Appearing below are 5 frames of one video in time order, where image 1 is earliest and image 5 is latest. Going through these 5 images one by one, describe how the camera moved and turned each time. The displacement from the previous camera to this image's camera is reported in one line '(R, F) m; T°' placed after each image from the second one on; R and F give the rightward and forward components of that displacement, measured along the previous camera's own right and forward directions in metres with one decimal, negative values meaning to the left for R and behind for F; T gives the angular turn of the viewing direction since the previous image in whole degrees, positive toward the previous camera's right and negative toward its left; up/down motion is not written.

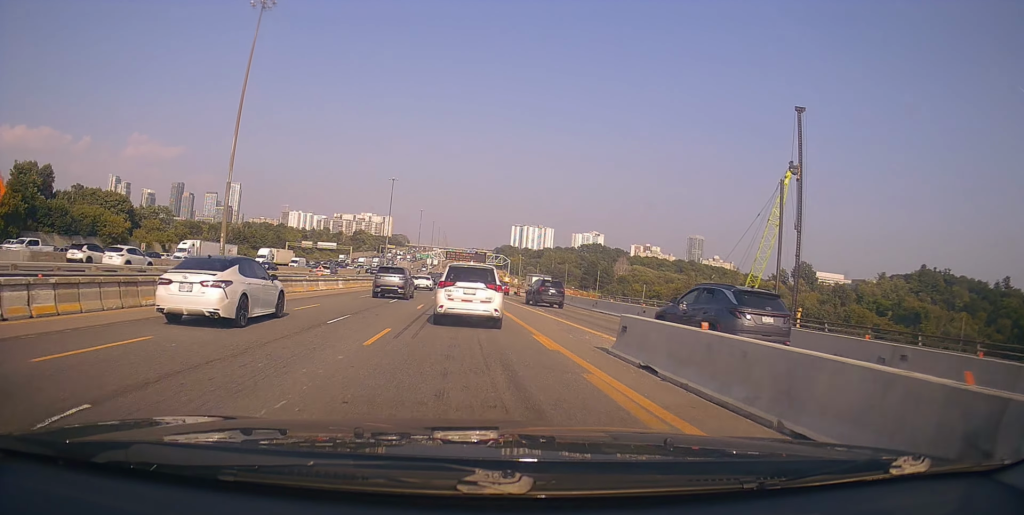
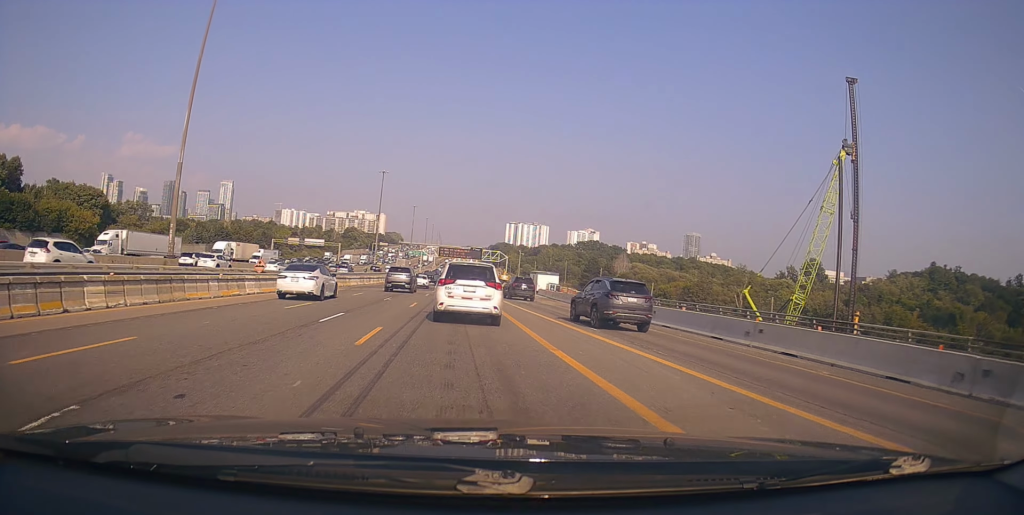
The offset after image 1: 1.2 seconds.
(+0.6, +12.5) m; +3°
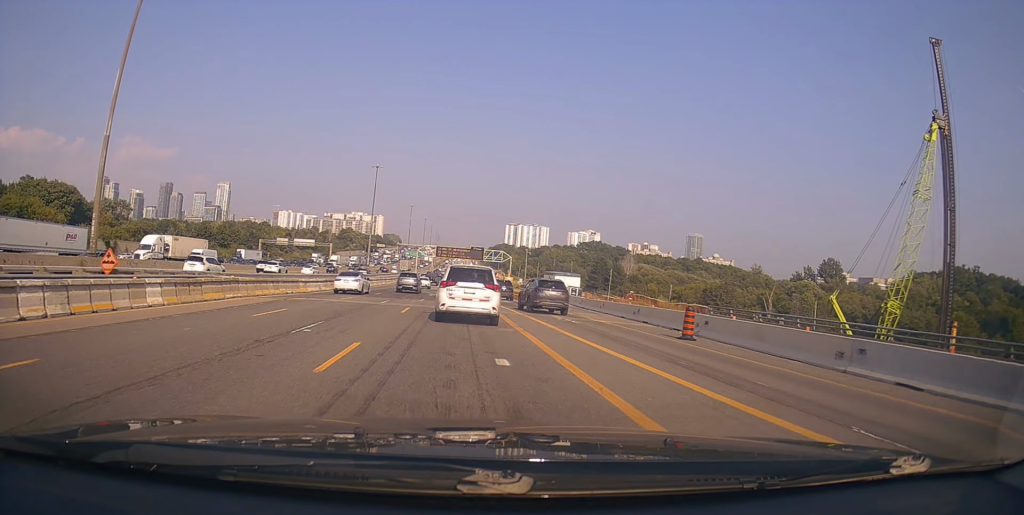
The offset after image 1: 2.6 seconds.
(-0.5, +15.0) m; -3°
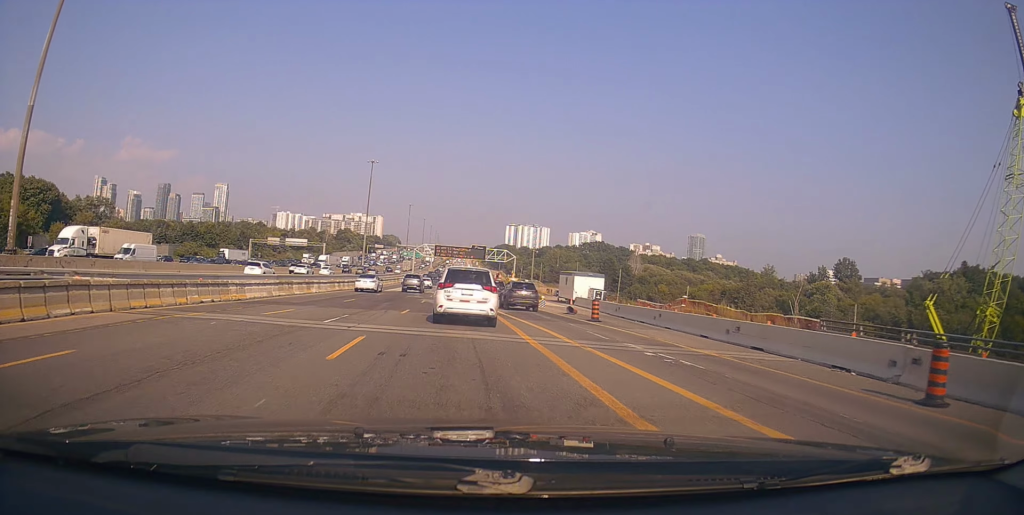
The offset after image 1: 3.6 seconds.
(-0.1, +10.8) m; 0°
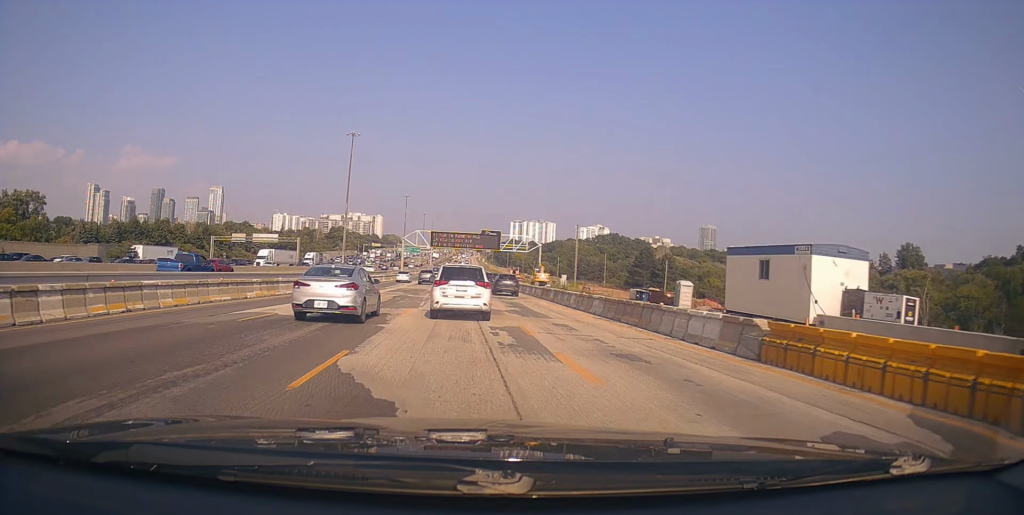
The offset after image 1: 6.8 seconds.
(-0.3, +37.7) m; 0°
